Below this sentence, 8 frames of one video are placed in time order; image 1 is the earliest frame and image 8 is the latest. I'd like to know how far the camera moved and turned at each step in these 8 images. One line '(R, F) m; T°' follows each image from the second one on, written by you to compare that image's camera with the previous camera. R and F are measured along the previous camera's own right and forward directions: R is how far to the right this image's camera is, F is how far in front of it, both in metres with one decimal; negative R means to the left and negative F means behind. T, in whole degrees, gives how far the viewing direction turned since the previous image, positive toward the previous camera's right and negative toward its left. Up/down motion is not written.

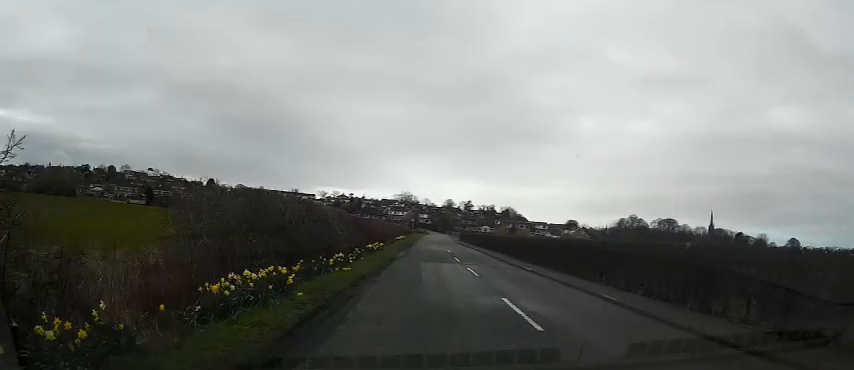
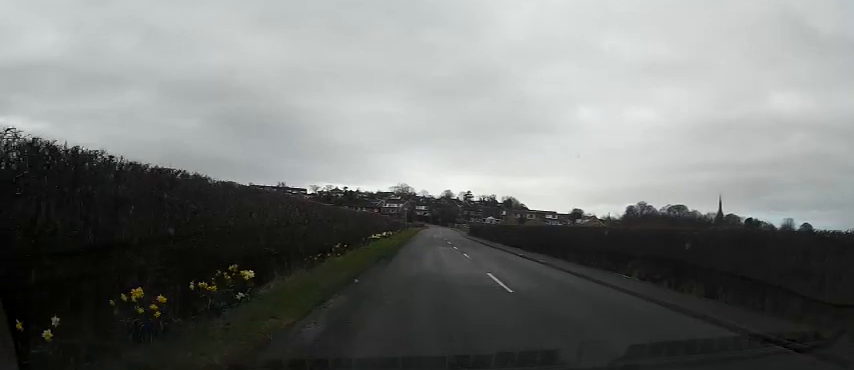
(-0.3, +23.4) m; 0°
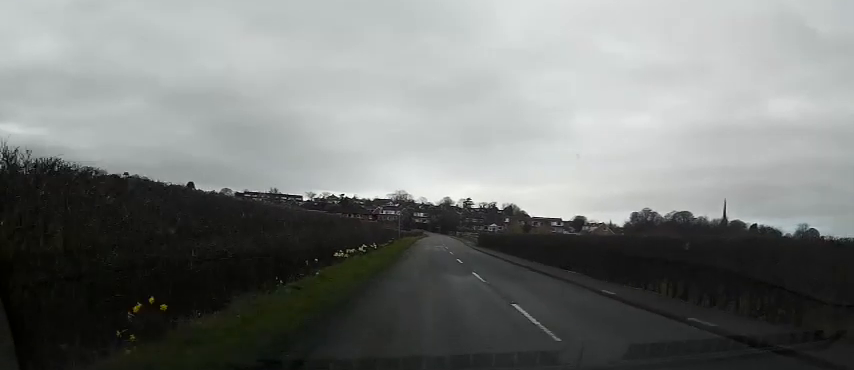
(+0.3, +12.1) m; 0°
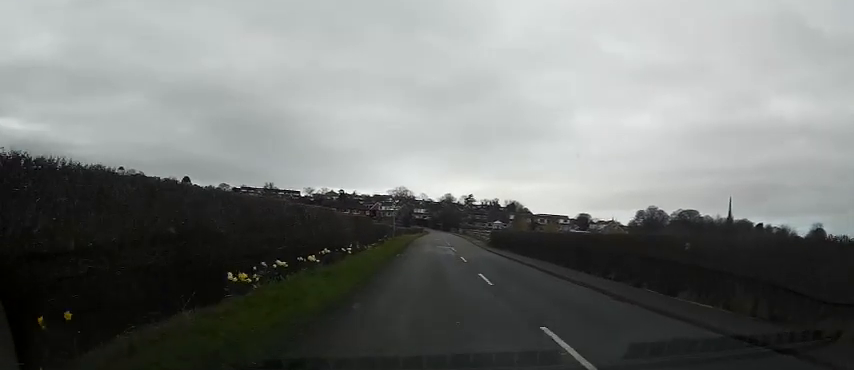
(-0.3, +9.9) m; 0°
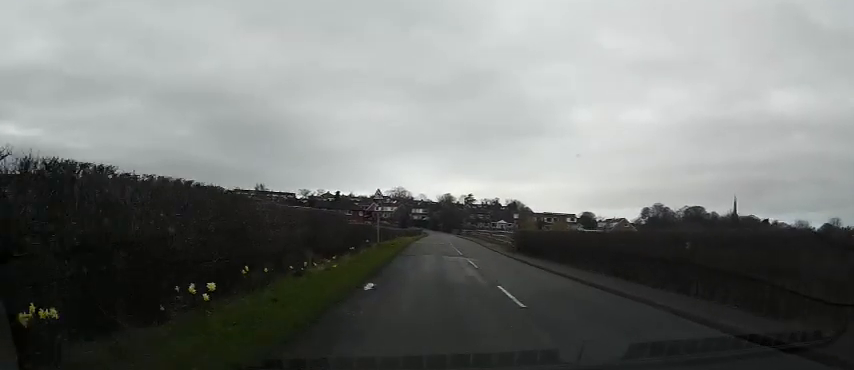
(+0.2, +12.5) m; +2°
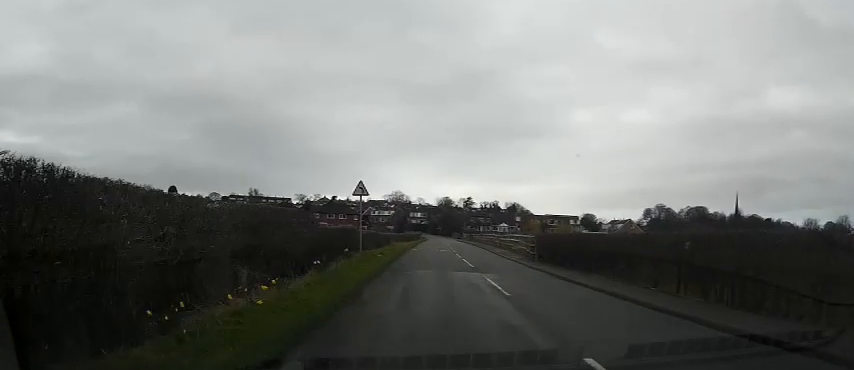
(+0.1, +6.7) m; +1°
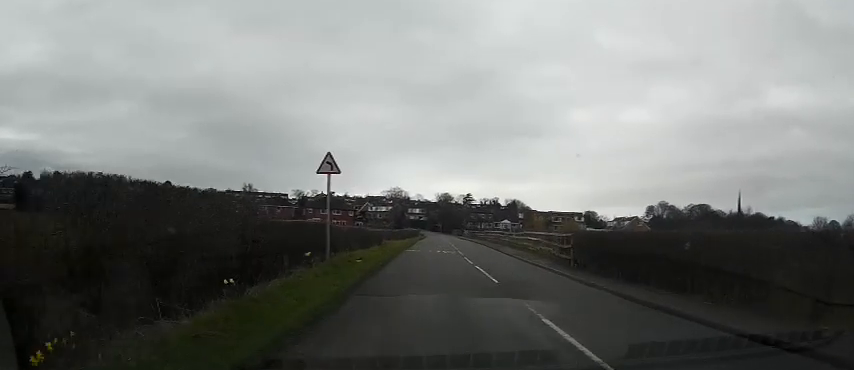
(0.0, +6.7) m; 0°
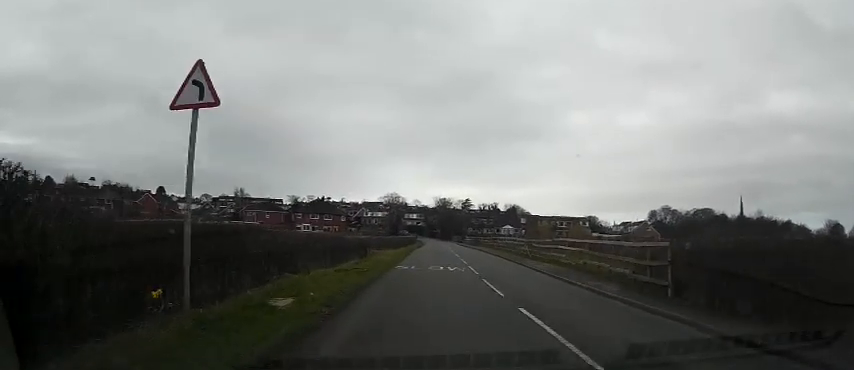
(0.0, +8.3) m; 0°
